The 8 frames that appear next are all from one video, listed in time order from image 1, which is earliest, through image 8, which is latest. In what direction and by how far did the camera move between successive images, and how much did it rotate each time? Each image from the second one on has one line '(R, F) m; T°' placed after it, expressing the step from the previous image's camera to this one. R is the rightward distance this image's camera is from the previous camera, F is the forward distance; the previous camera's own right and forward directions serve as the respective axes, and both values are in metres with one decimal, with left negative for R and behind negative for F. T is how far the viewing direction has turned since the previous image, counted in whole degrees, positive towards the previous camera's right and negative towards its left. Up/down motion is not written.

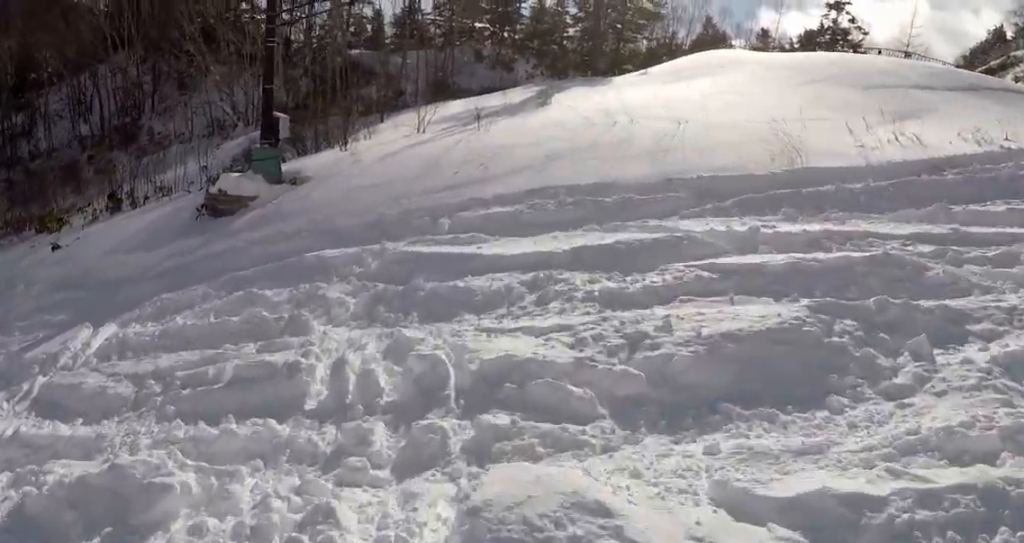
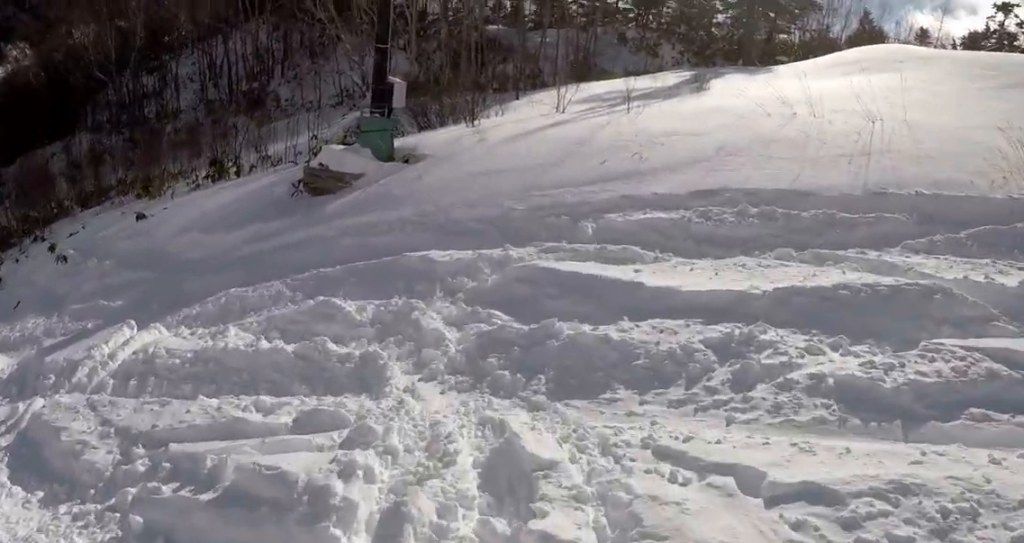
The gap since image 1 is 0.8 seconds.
(-0.1, +3.0) m; -3°
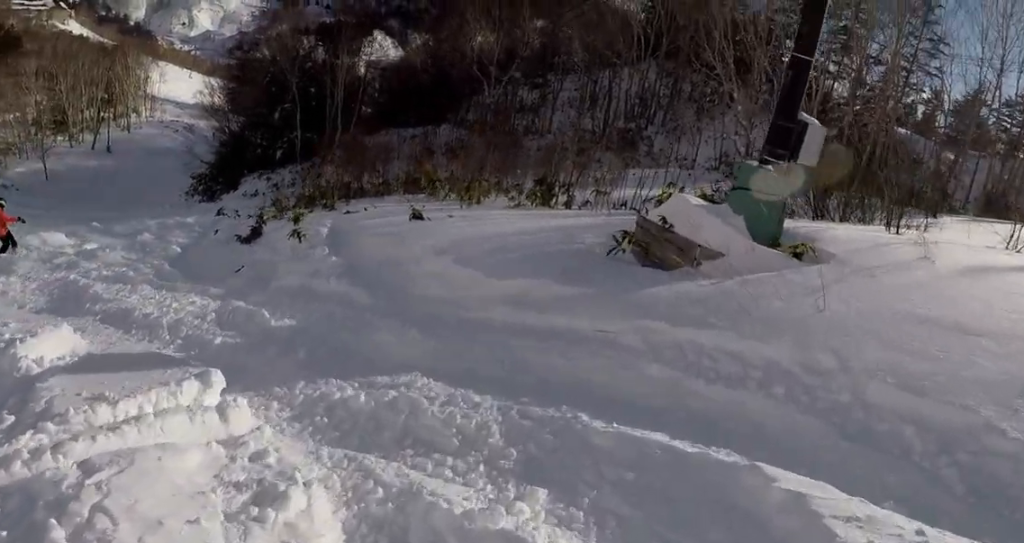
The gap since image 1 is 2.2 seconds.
(-0.7, +4.7) m; -43°
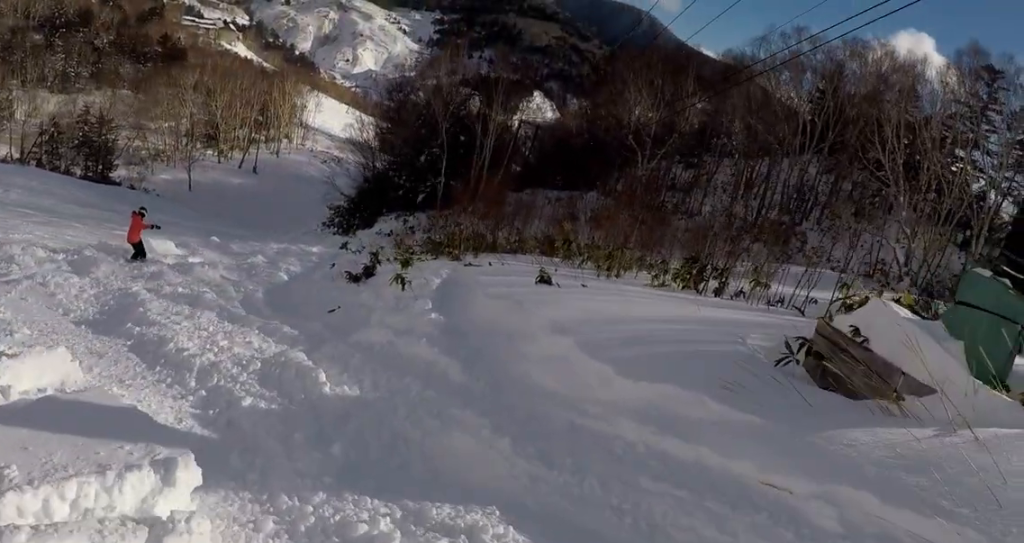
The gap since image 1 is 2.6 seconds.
(-0.1, +1.6) m; -20°
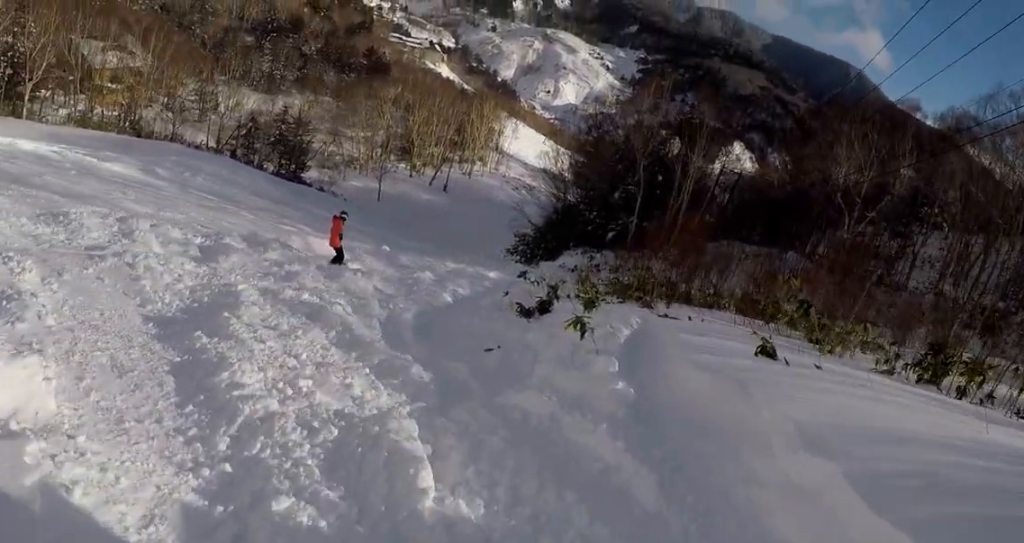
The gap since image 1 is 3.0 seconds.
(-0.6, +2.2) m; -17°
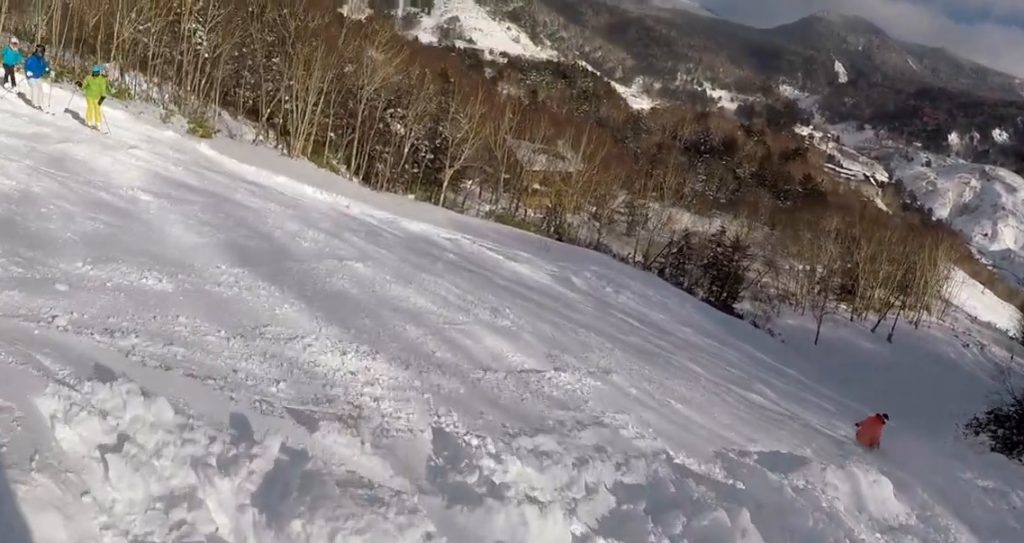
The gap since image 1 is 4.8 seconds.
(-3.9, +7.7) m; -42°
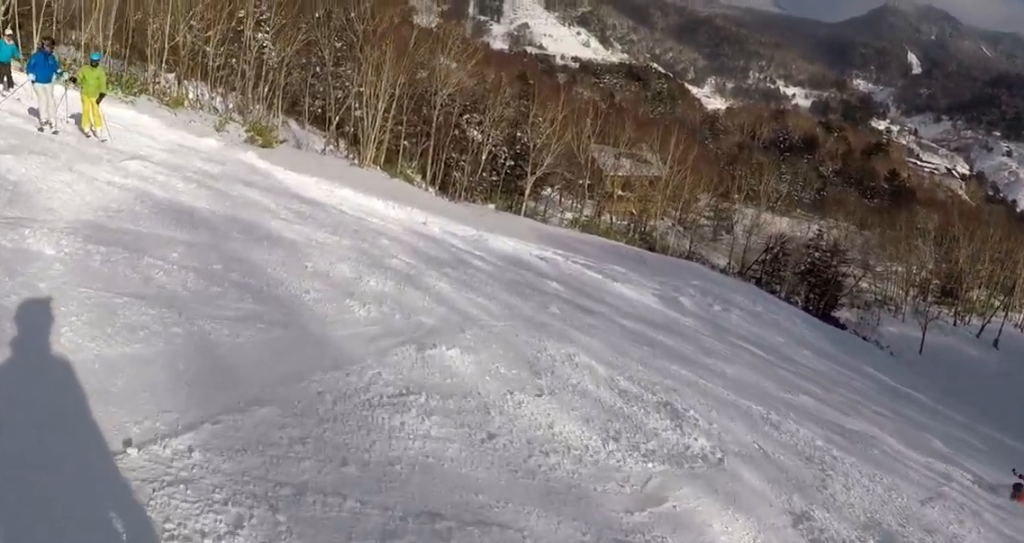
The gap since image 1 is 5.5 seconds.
(-0.4, +3.9) m; -4°
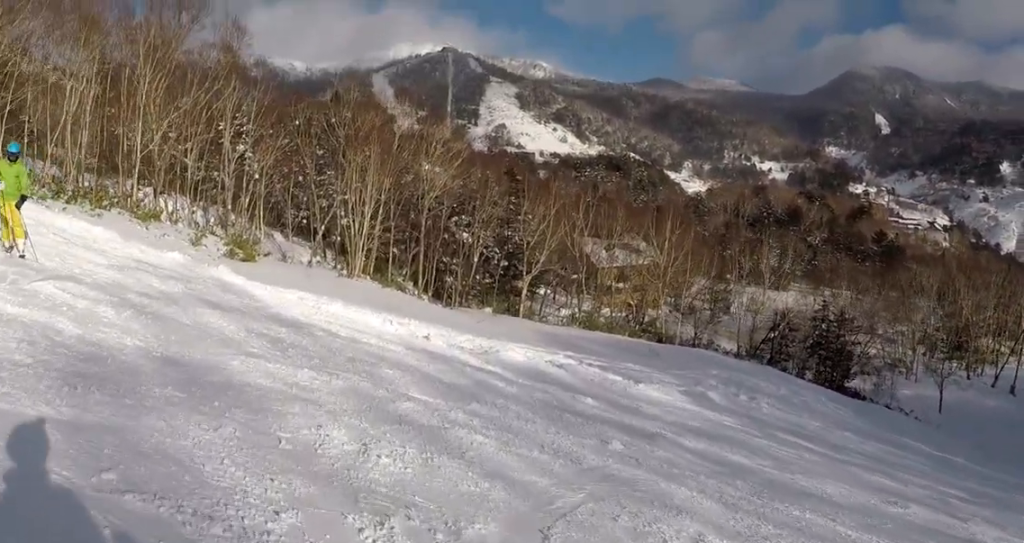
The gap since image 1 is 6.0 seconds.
(0.0, +2.4) m; +4°
